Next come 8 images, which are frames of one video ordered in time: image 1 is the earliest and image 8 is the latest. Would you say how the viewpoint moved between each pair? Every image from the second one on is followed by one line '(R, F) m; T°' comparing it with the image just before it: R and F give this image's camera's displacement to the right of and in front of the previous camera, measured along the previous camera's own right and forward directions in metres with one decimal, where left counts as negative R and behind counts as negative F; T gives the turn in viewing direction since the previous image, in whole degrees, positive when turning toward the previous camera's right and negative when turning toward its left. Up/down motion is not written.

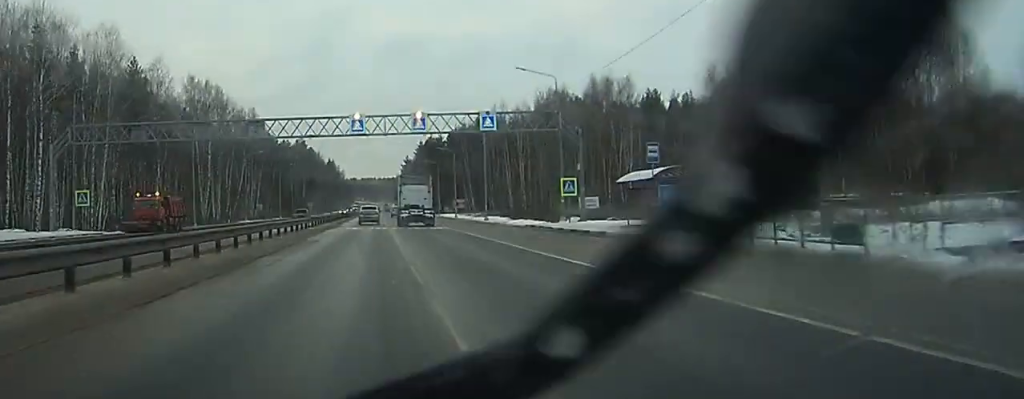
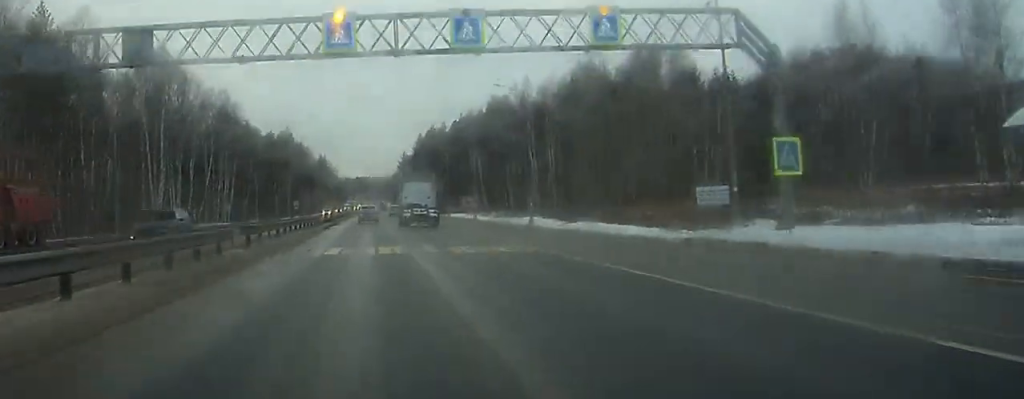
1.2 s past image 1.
(+0.1, +30.6) m; 0°
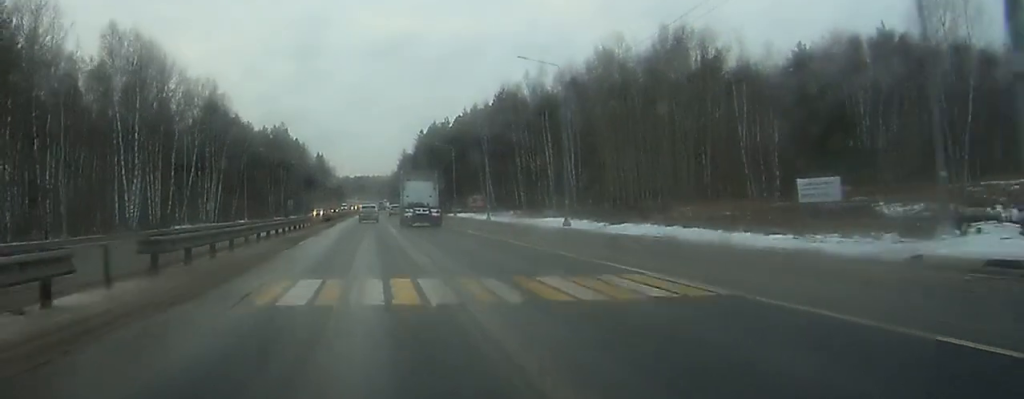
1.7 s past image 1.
(0.0, +12.5) m; 0°
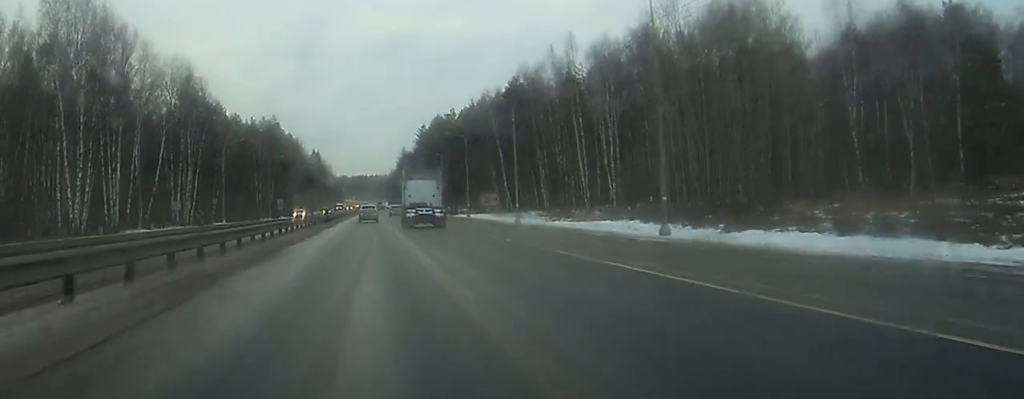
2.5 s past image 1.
(0.0, +19.9) m; 0°
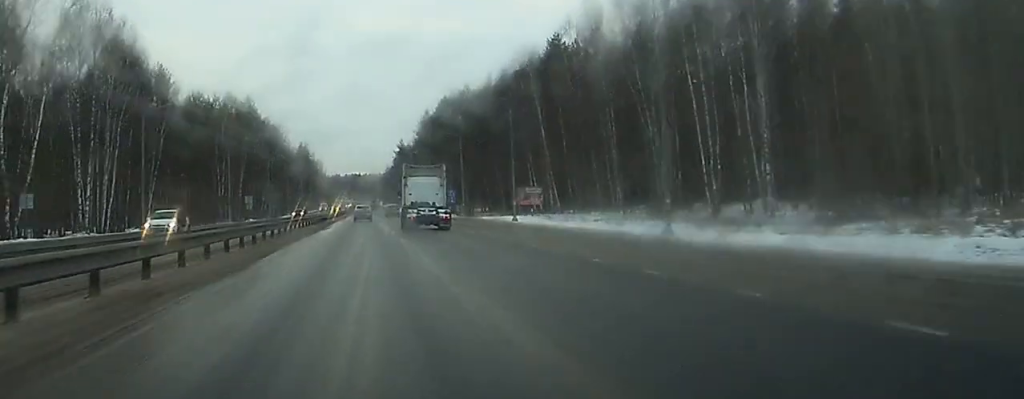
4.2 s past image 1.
(+0.2, +40.5) m; +1°
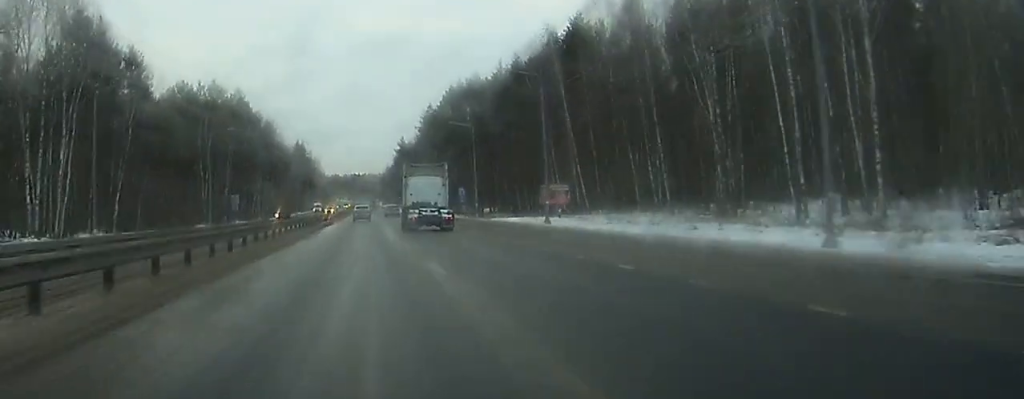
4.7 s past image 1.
(+0.1, +14.0) m; 0°
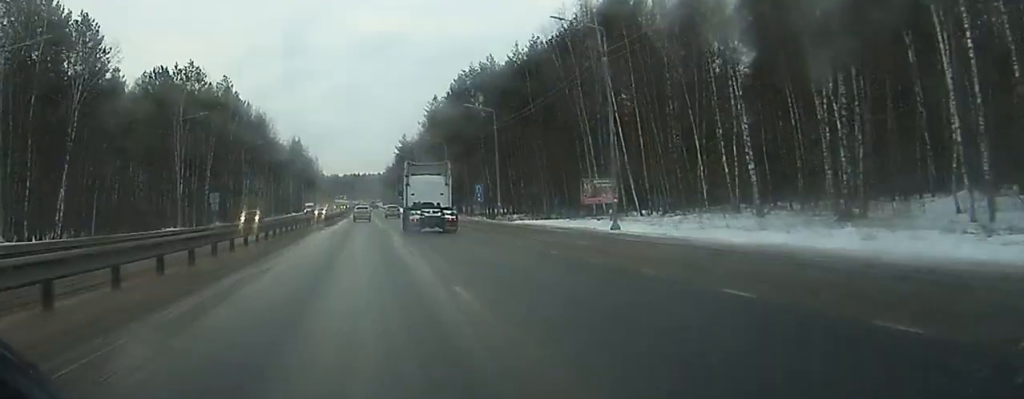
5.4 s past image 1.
(+0.1, +17.3) m; 0°
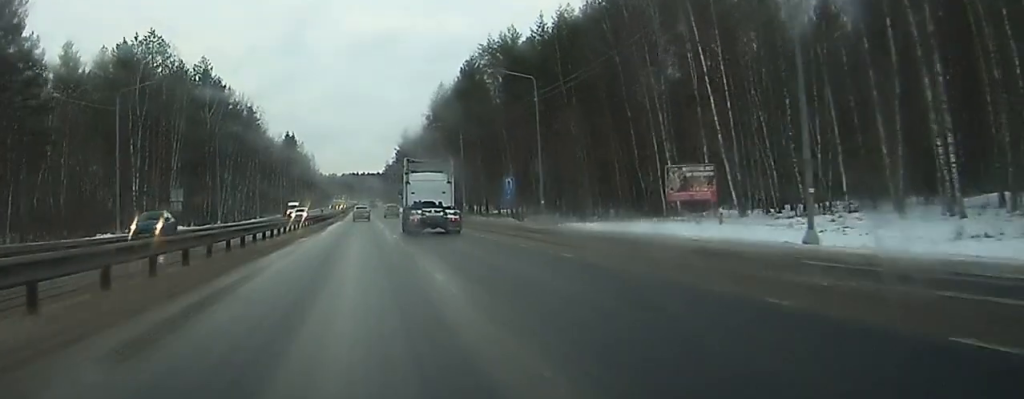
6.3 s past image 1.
(0.0, +21.4) m; 0°
